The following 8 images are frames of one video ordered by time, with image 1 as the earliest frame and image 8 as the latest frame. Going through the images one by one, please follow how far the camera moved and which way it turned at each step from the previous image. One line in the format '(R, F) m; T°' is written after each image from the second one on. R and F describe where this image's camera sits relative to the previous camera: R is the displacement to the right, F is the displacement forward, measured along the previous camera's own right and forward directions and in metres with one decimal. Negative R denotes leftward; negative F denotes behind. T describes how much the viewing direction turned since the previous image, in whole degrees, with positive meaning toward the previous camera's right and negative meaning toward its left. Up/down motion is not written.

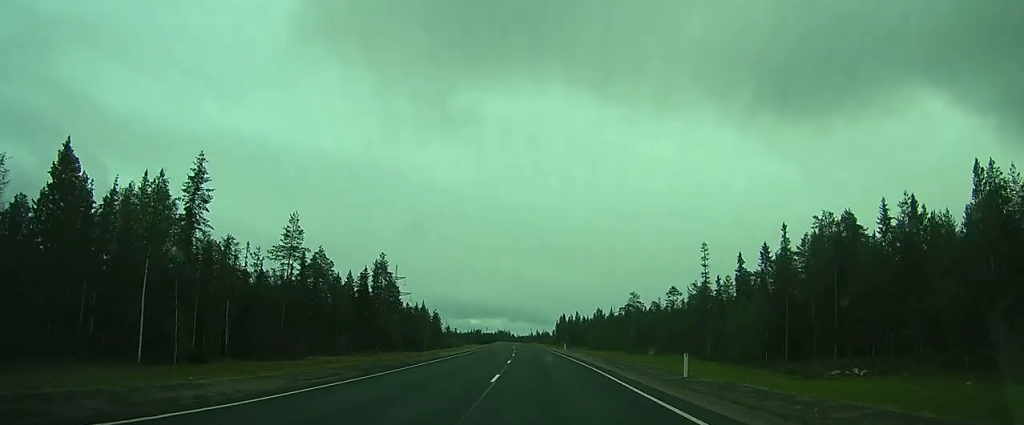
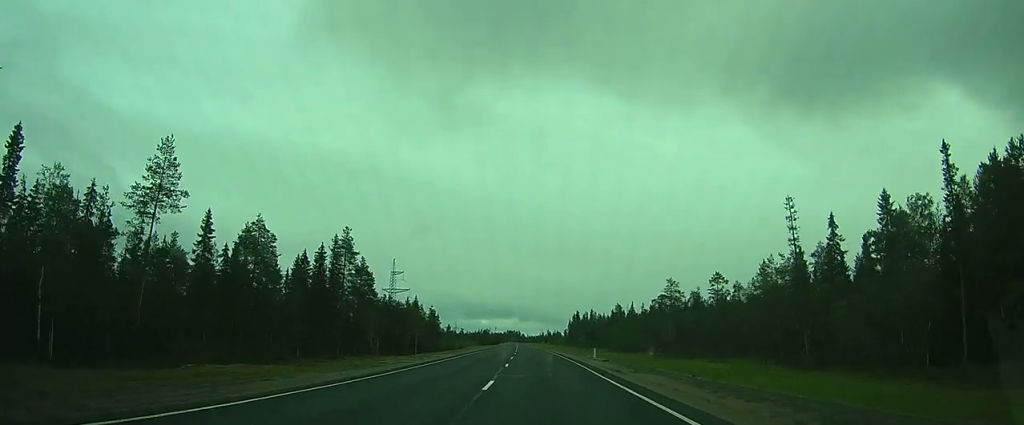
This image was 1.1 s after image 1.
(-0.7, +27.4) m; -3°
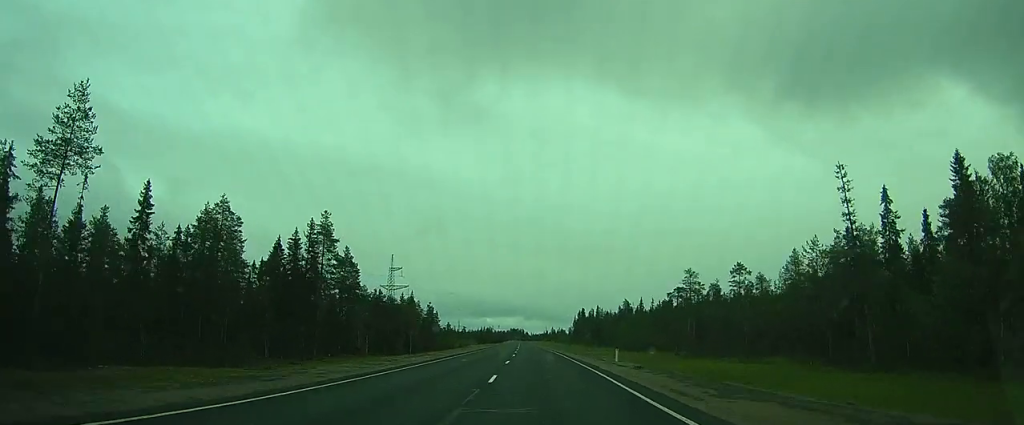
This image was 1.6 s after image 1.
(0.0, +10.2) m; -1°
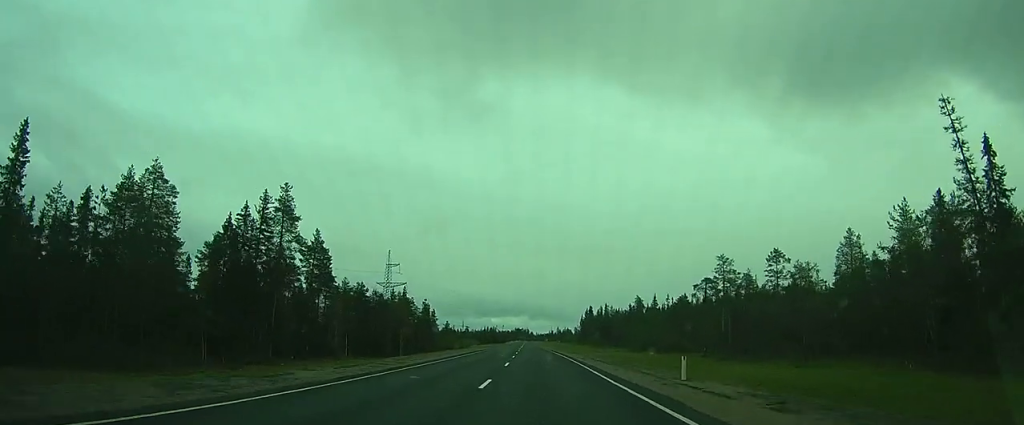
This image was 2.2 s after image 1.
(-0.2, +13.5) m; -1°
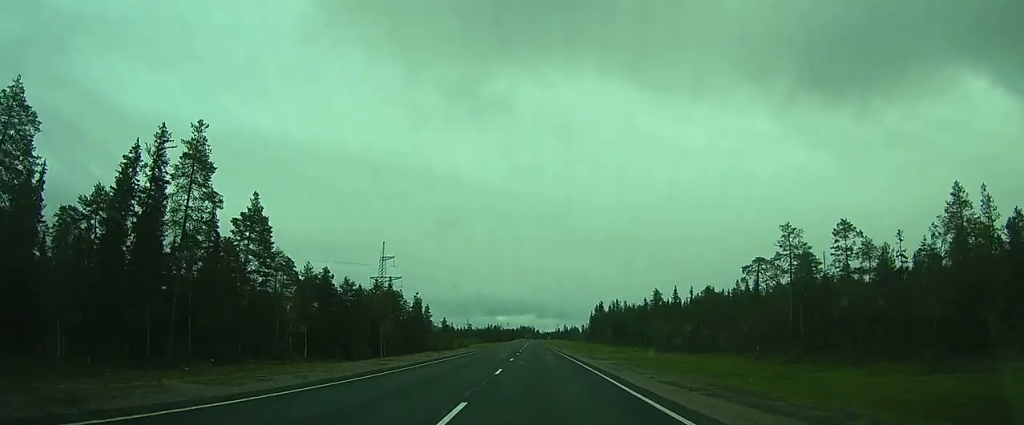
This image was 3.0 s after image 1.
(-0.1, +17.7) m; 0°
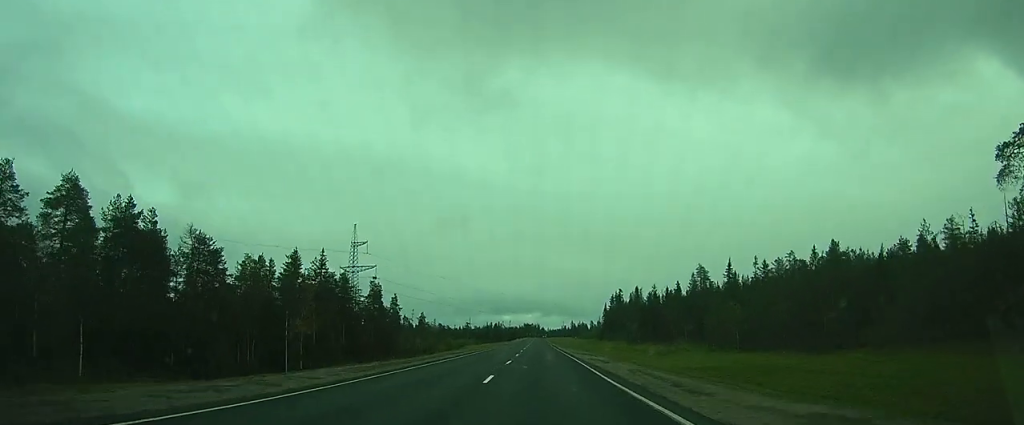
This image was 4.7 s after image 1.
(-0.1, +37.3) m; 0°
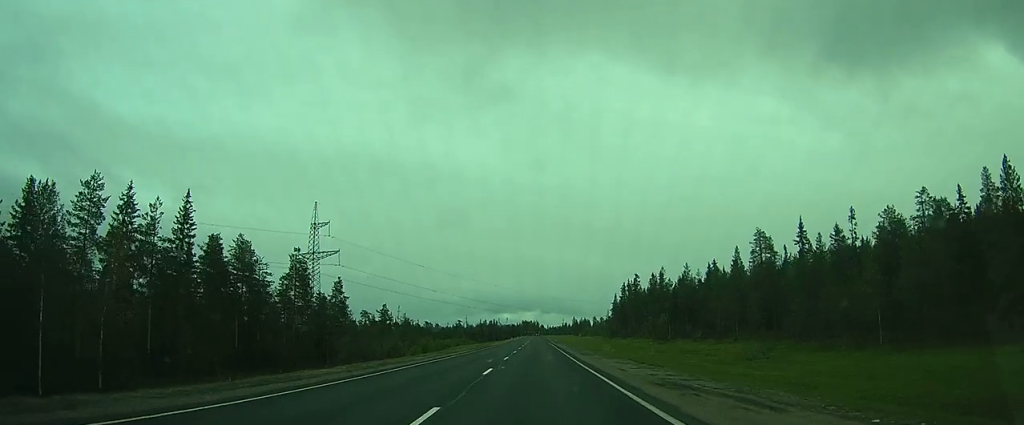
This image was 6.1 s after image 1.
(+0.2, +30.8) m; +1°
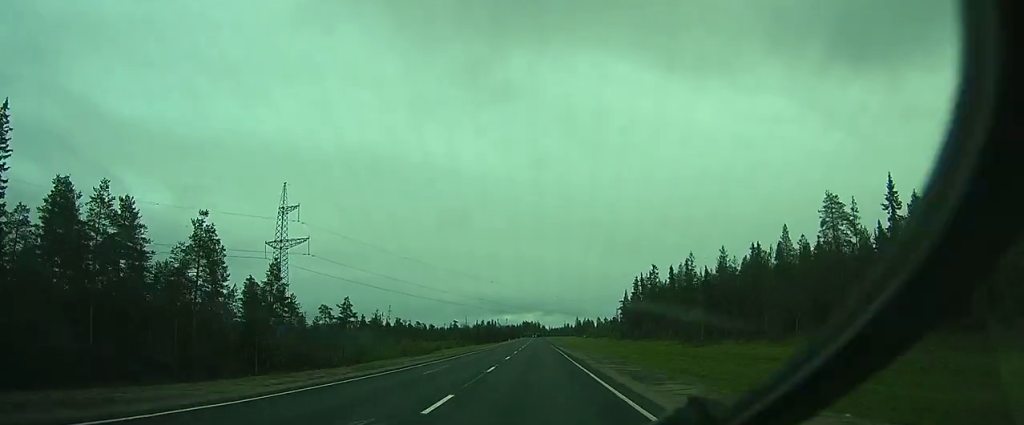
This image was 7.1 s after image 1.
(-0.1, +20.1) m; 0°
